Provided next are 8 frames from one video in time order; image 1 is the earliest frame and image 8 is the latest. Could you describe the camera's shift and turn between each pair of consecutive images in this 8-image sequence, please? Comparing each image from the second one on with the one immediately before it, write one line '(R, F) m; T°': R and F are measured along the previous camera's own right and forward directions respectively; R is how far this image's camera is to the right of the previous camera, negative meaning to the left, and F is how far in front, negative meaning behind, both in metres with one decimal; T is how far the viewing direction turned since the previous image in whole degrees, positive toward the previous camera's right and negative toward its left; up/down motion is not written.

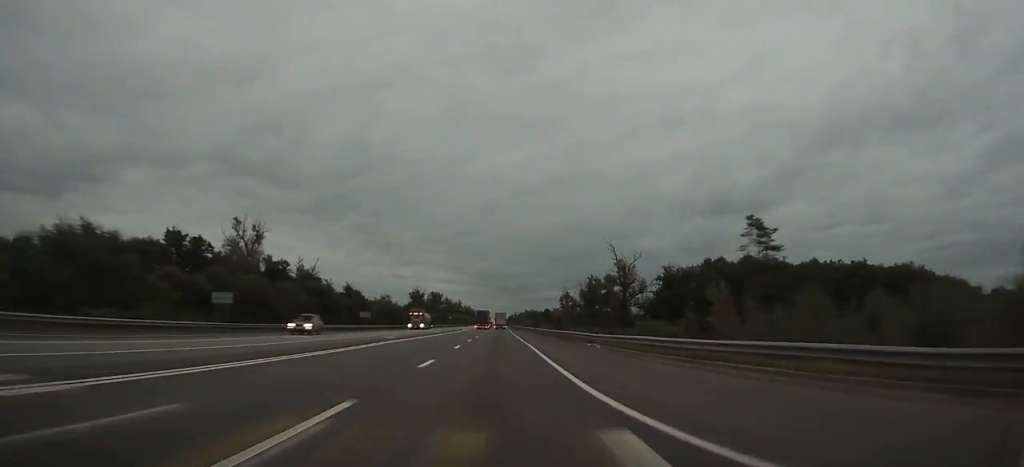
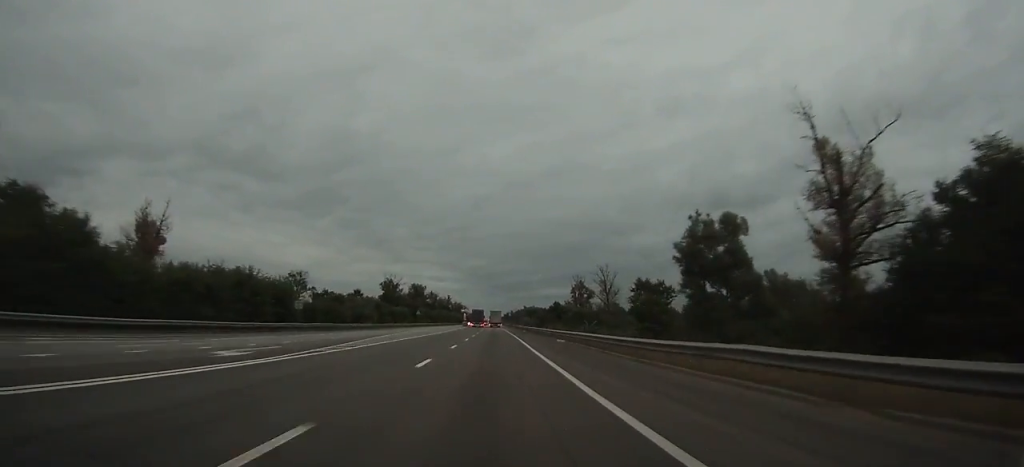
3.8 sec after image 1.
(0.0, +84.2) m; 0°
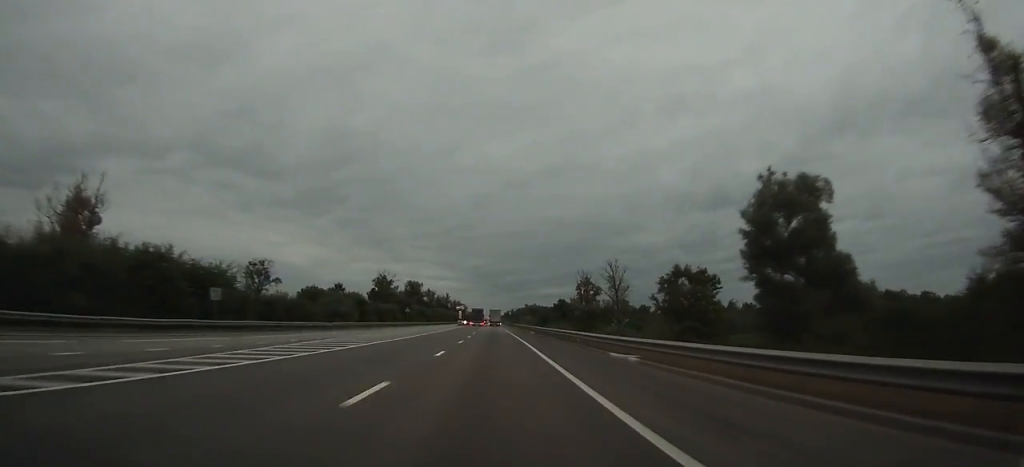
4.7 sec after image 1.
(0.0, +19.1) m; 0°
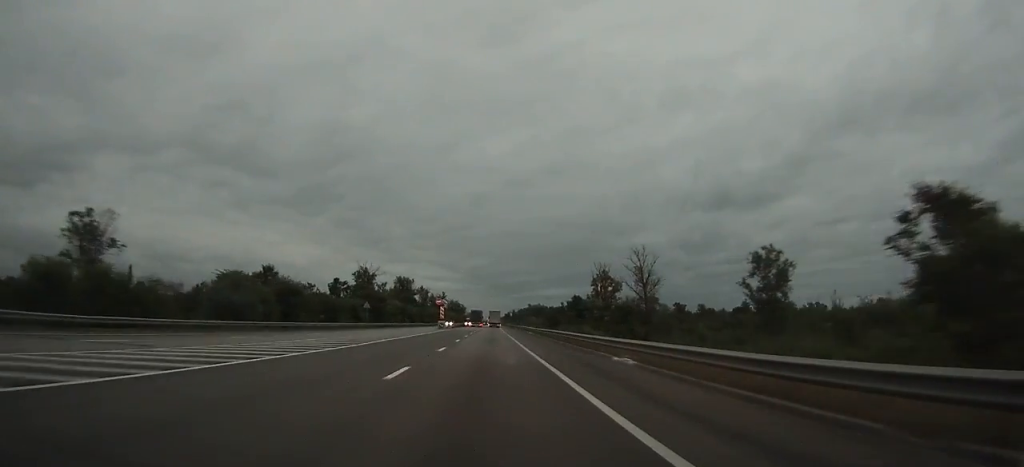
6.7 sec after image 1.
(0.0, +44.0) m; 0°
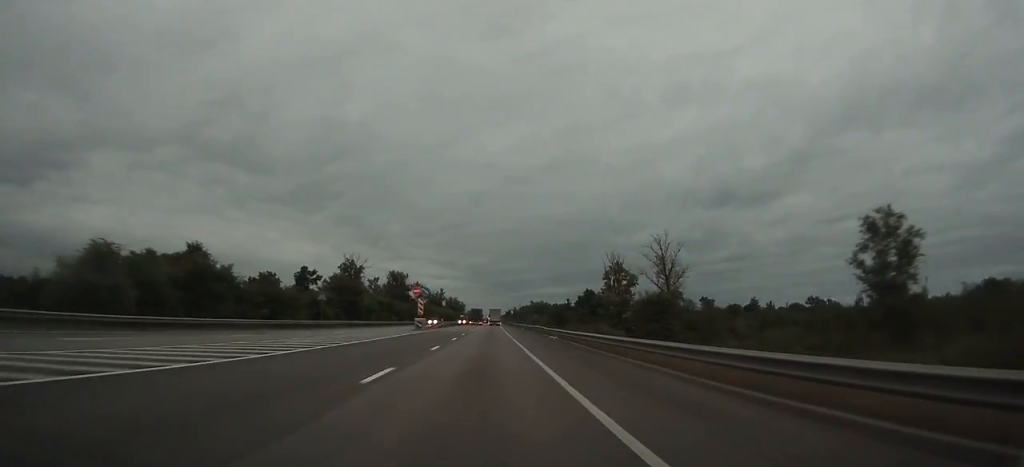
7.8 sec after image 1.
(0.0, +25.0) m; 0°
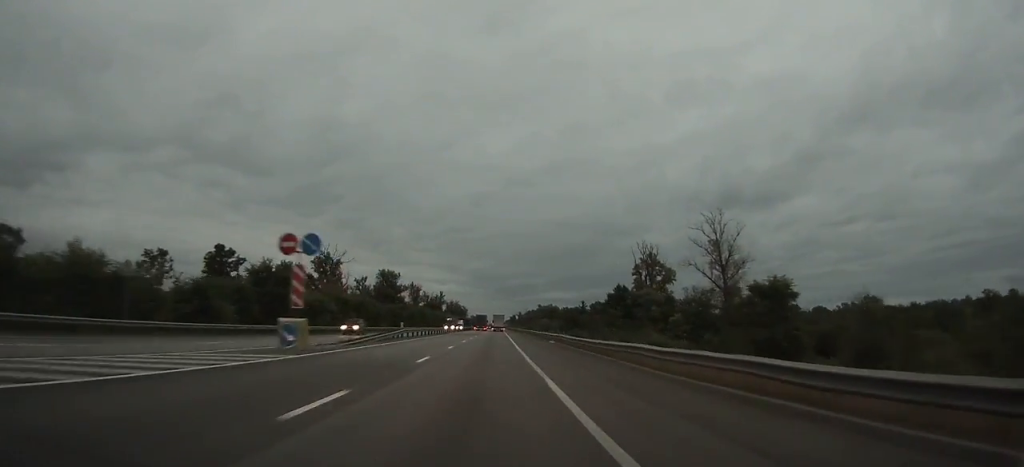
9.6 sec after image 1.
(0.0, +39.5) m; 0°
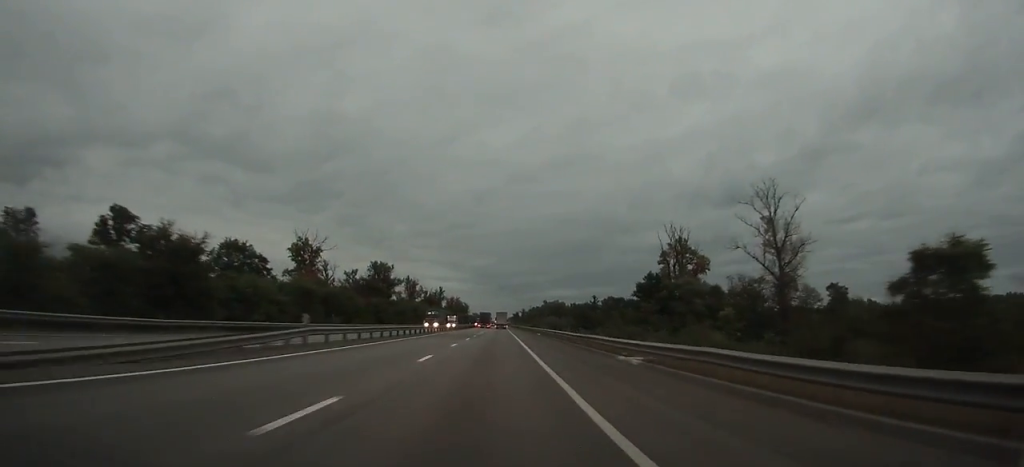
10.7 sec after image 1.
(0.0, +25.0) m; 0°
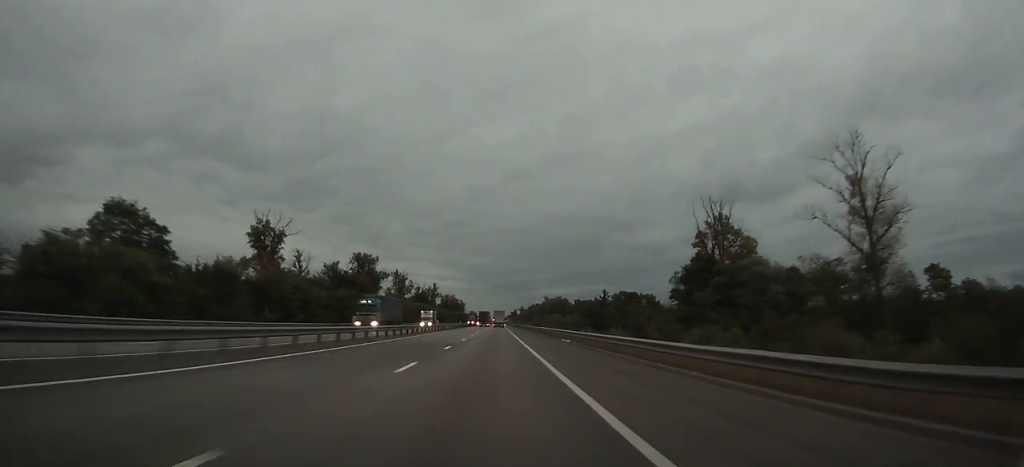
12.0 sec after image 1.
(0.0, +28.0) m; 0°
